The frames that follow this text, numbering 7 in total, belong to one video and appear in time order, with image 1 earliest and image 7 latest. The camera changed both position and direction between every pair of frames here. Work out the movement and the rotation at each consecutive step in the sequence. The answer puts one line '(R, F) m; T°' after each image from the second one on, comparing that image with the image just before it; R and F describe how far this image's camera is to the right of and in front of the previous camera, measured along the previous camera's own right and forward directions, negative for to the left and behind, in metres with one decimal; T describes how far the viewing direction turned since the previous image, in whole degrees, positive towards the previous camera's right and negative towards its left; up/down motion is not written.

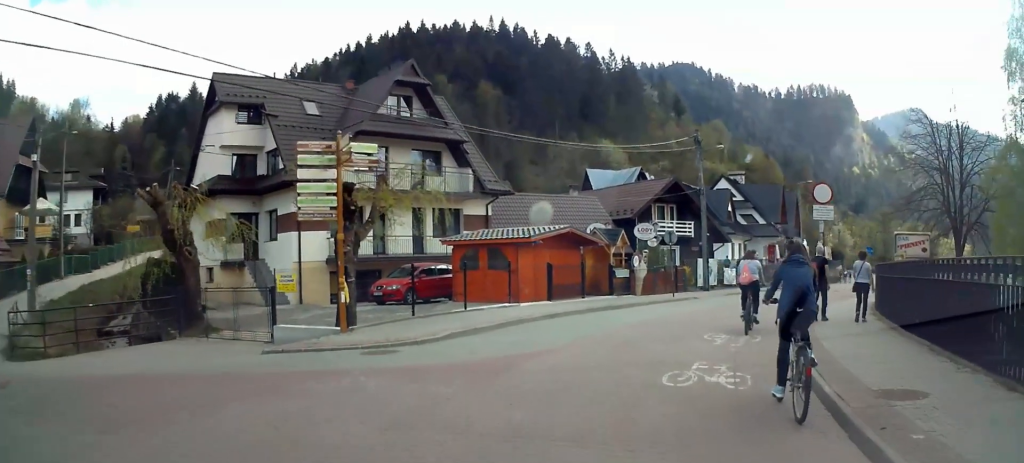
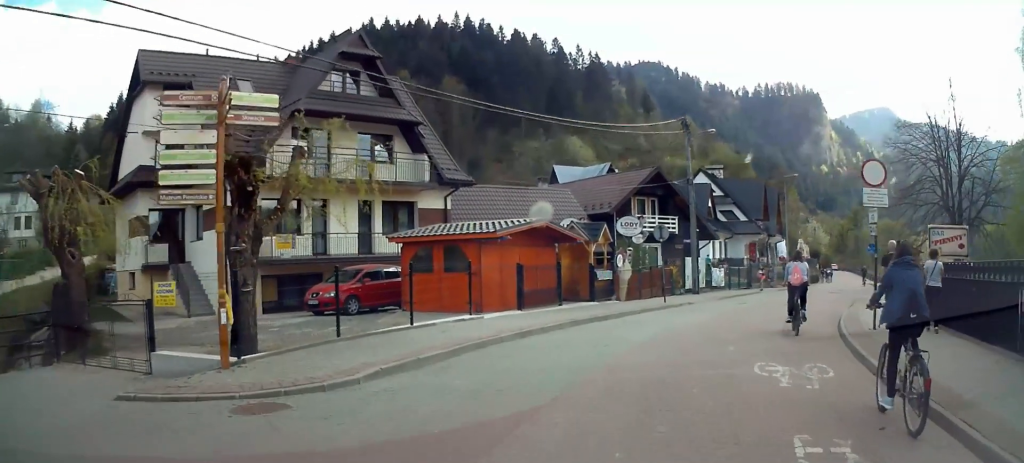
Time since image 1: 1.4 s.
(+0.4, +3.7) m; +19°
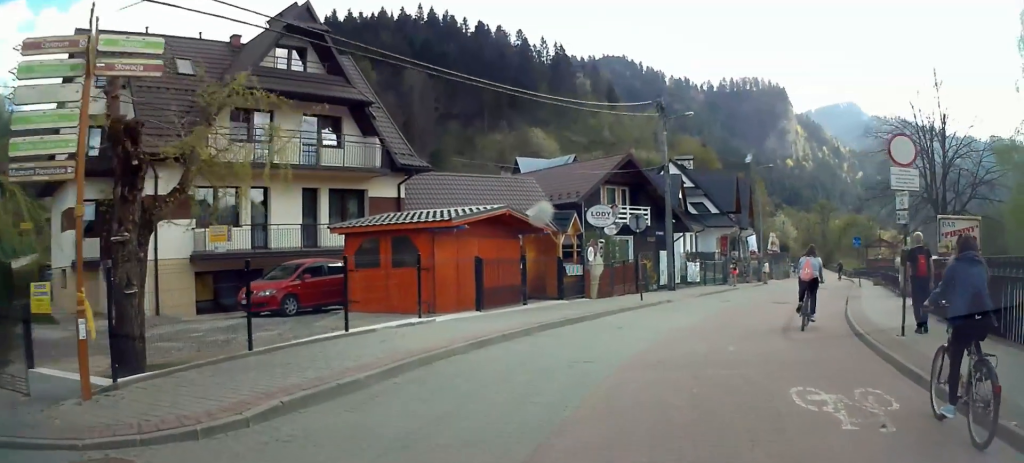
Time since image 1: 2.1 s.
(+0.1, +2.0) m; +15°
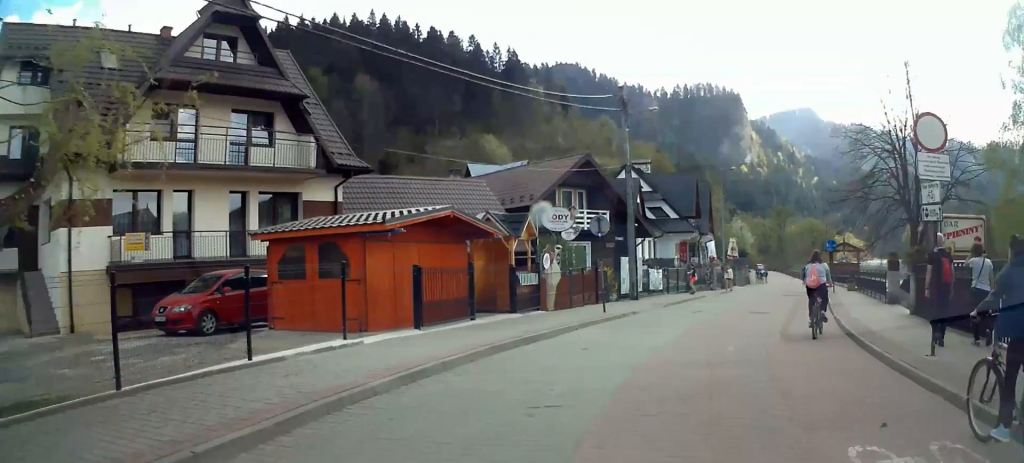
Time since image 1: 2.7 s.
(+0.4, +1.8) m; +3°
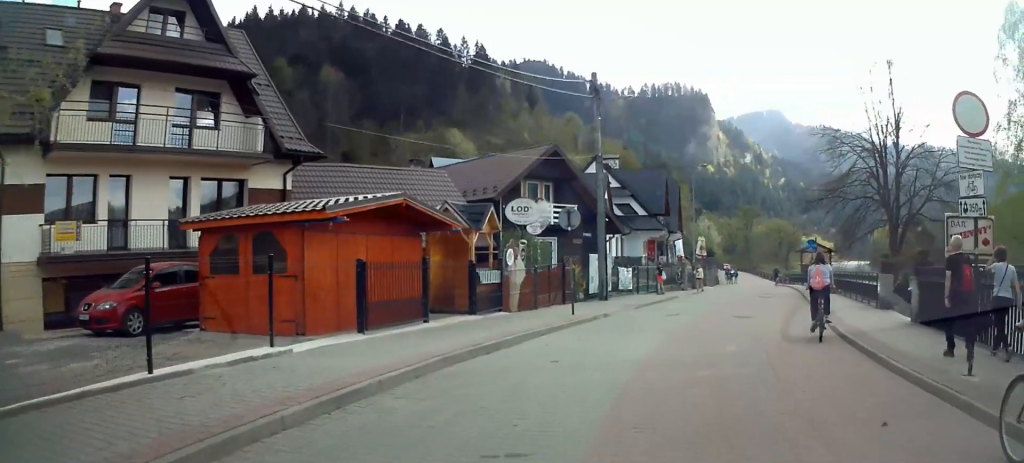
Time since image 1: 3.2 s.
(+0.1, +1.3) m; +2°
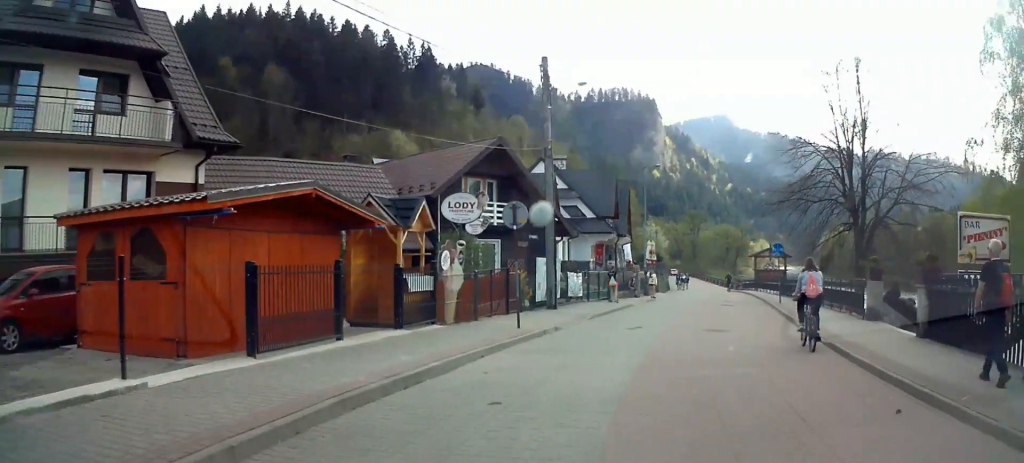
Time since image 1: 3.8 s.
(-0.3, +2.1) m; +2°
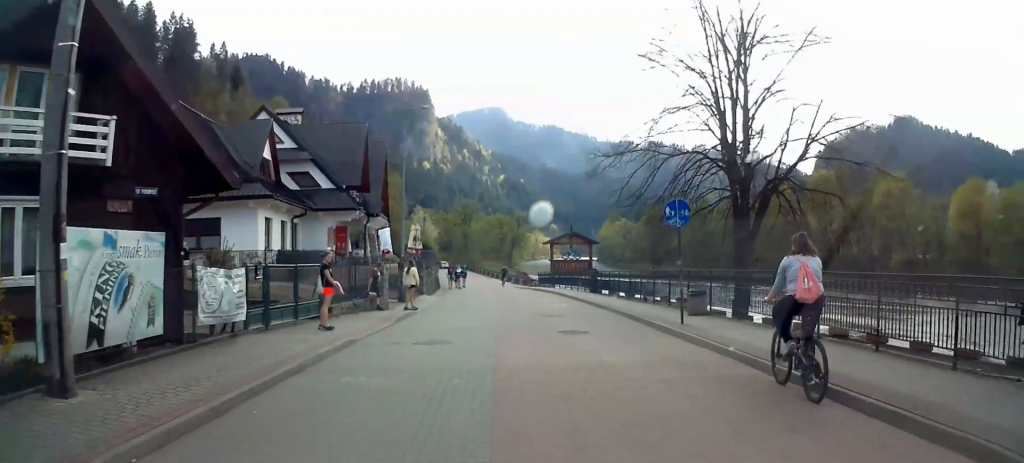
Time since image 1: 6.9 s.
(+0.4, +13.8) m; +3°
